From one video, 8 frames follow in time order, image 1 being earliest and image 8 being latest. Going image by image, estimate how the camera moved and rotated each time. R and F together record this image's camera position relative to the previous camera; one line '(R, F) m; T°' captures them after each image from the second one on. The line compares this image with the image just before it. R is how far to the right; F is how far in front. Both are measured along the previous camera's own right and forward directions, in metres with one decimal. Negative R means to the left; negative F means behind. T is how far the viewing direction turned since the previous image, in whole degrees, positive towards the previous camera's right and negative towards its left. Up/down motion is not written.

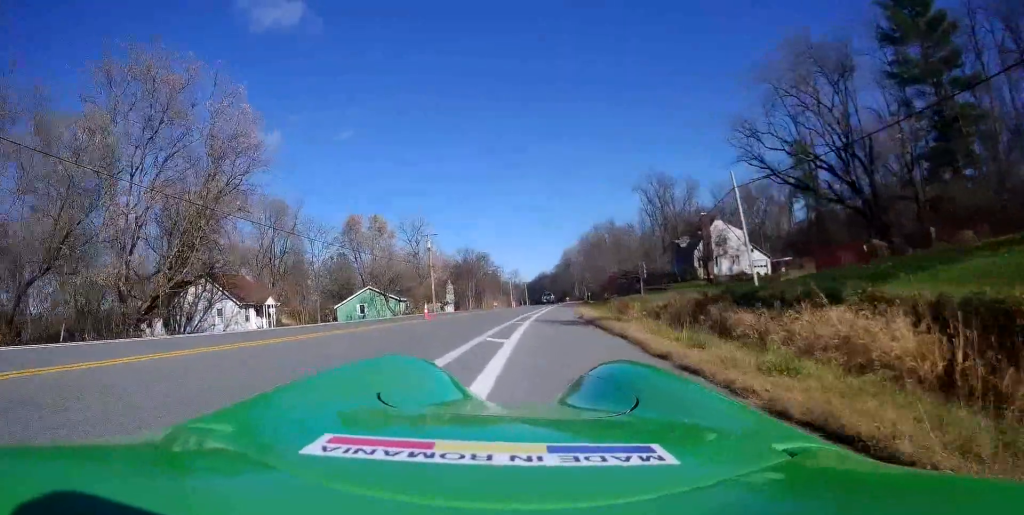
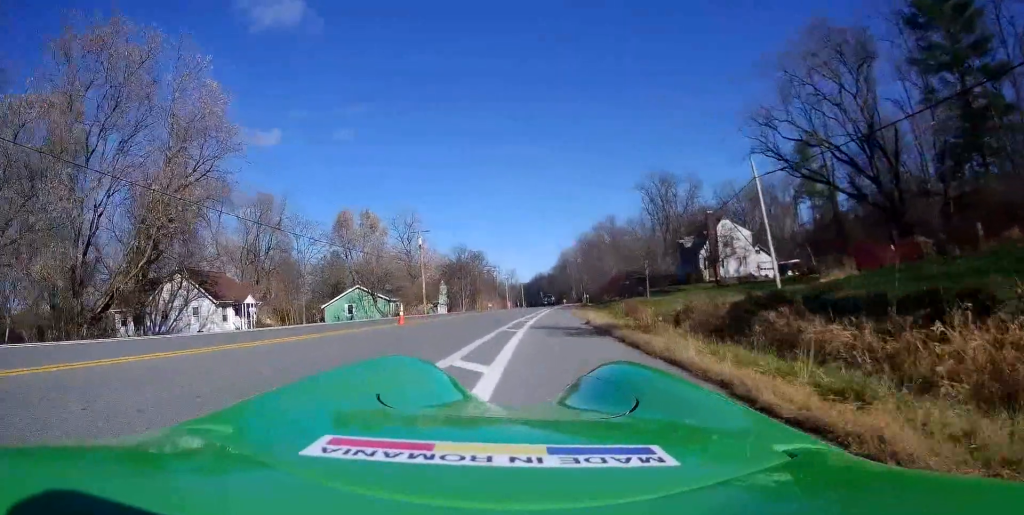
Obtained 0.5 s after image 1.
(0.0, +4.0) m; 0°
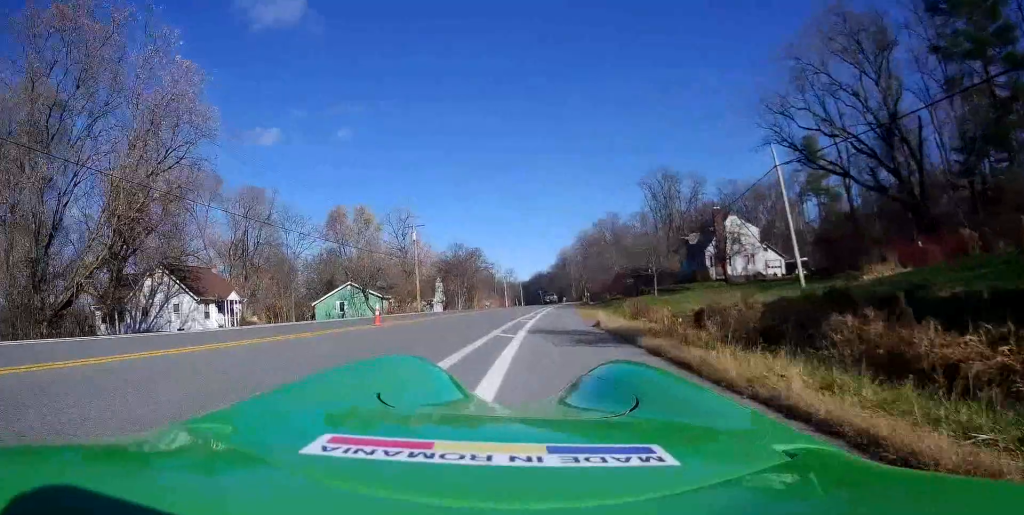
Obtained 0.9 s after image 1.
(0.0, +3.3) m; +1°
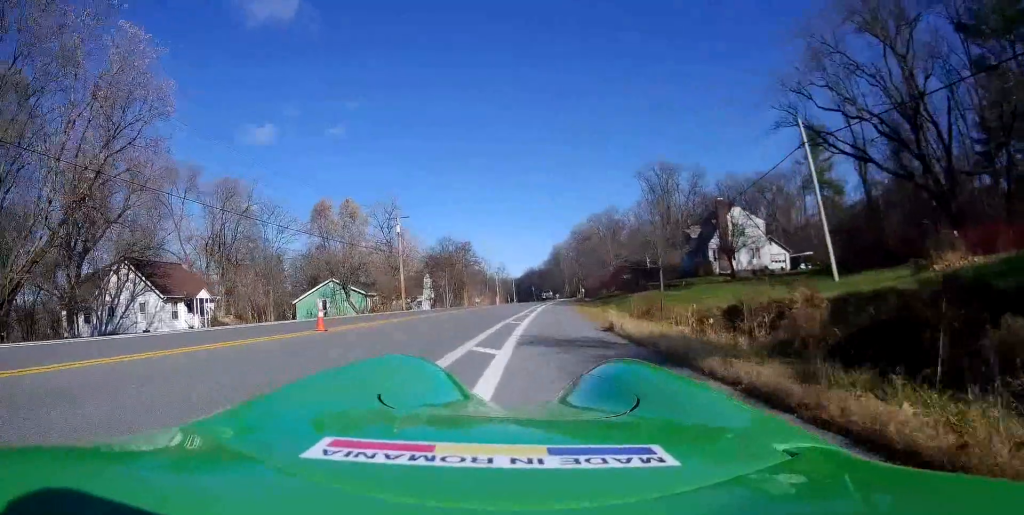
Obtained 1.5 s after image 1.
(0.0, +4.3) m; +1°
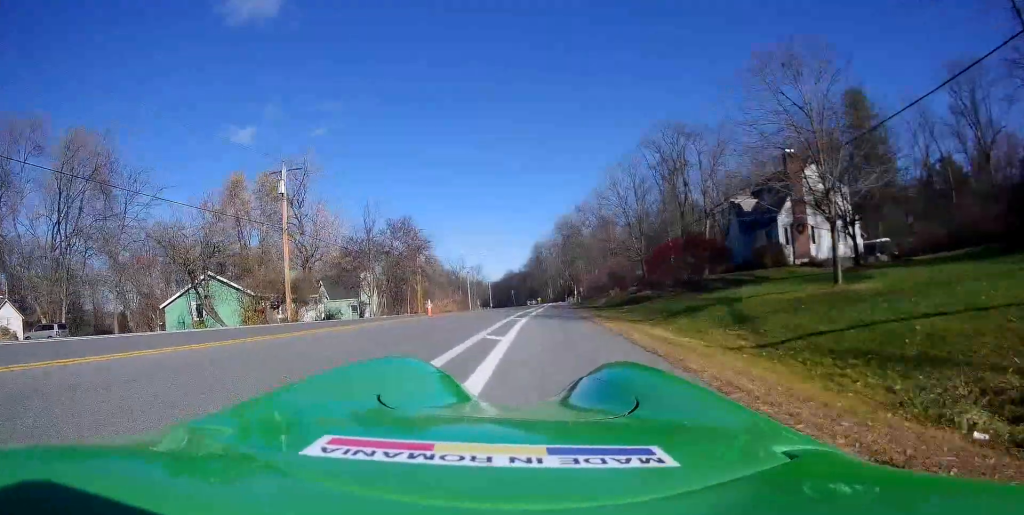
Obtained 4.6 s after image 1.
(-0.5, +25.6) m; -3°
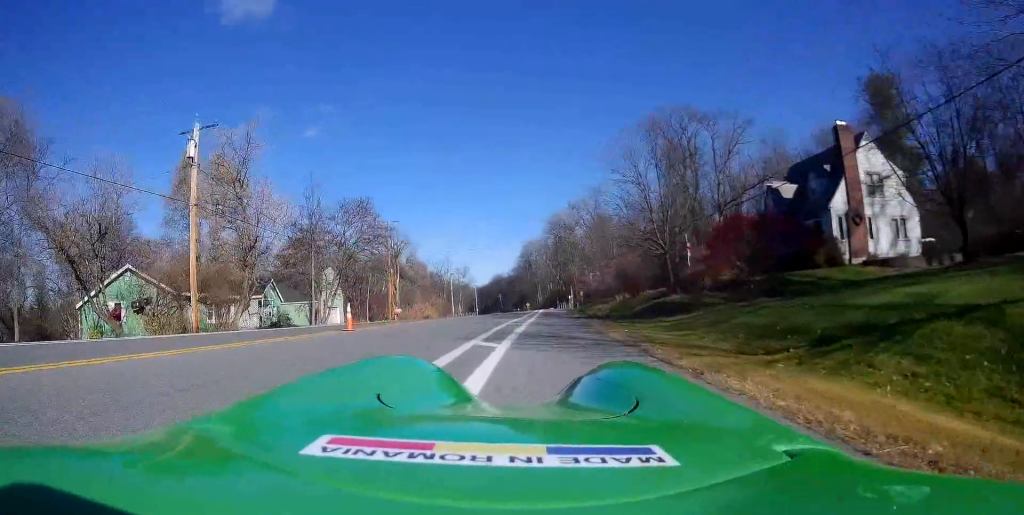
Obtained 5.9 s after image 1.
(-0.3, +9.7) m; +1°
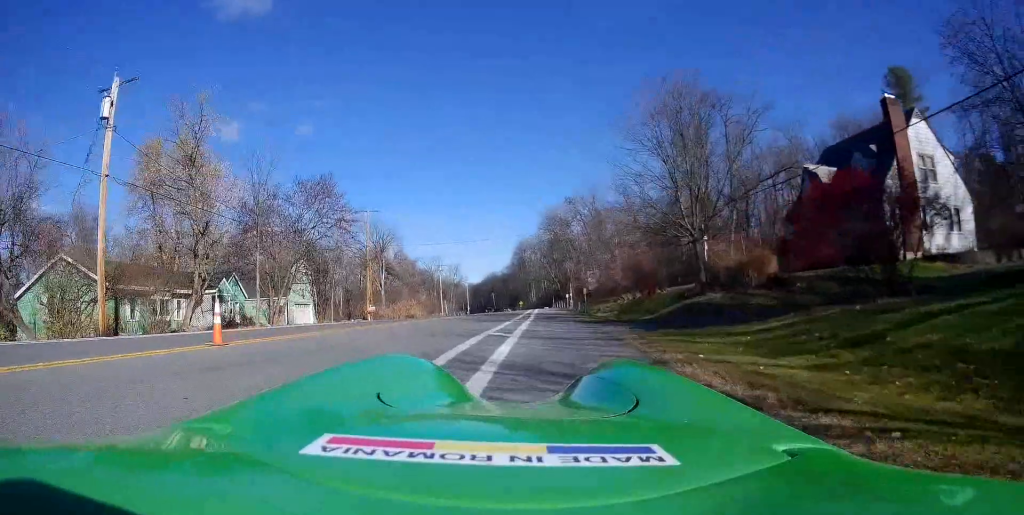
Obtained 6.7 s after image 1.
(+0.2, +6.3) m; +4°
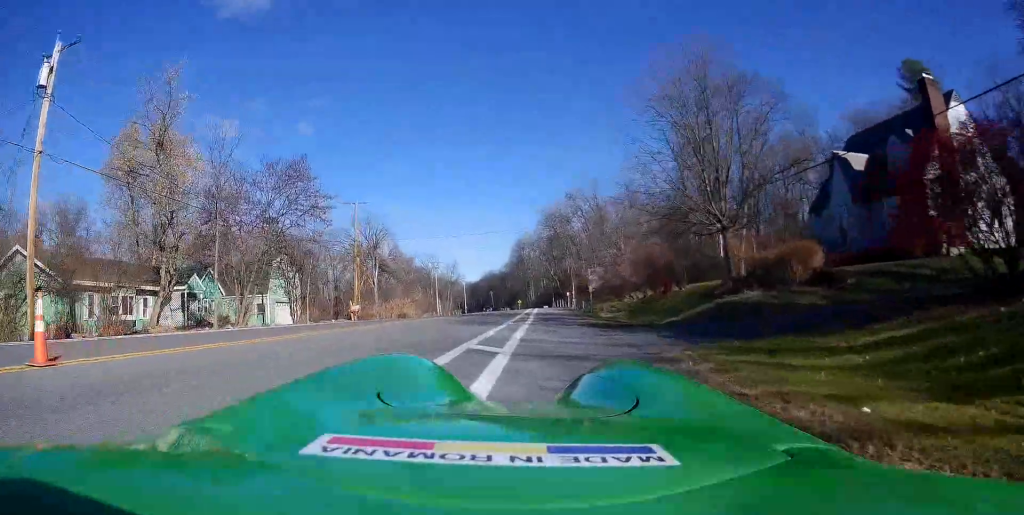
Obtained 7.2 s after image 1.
(0.0, +3.8) m; +2°
